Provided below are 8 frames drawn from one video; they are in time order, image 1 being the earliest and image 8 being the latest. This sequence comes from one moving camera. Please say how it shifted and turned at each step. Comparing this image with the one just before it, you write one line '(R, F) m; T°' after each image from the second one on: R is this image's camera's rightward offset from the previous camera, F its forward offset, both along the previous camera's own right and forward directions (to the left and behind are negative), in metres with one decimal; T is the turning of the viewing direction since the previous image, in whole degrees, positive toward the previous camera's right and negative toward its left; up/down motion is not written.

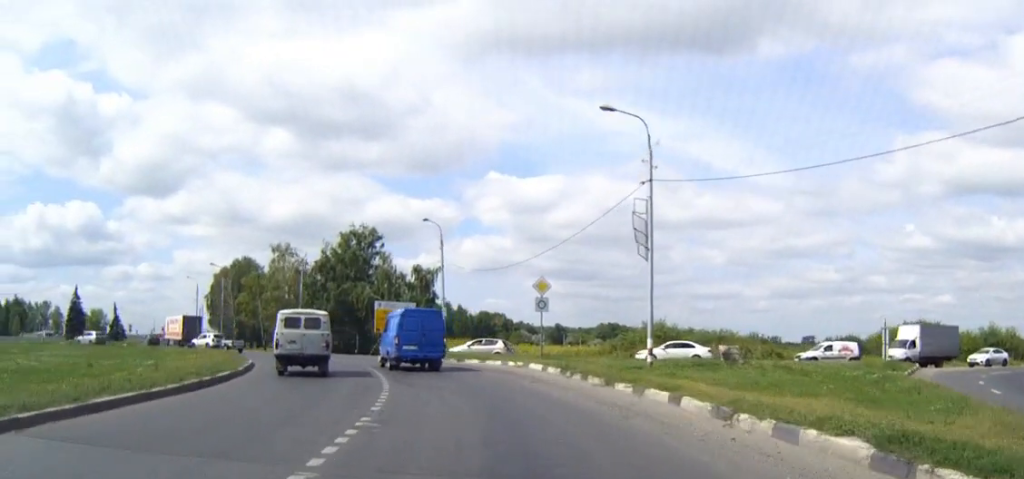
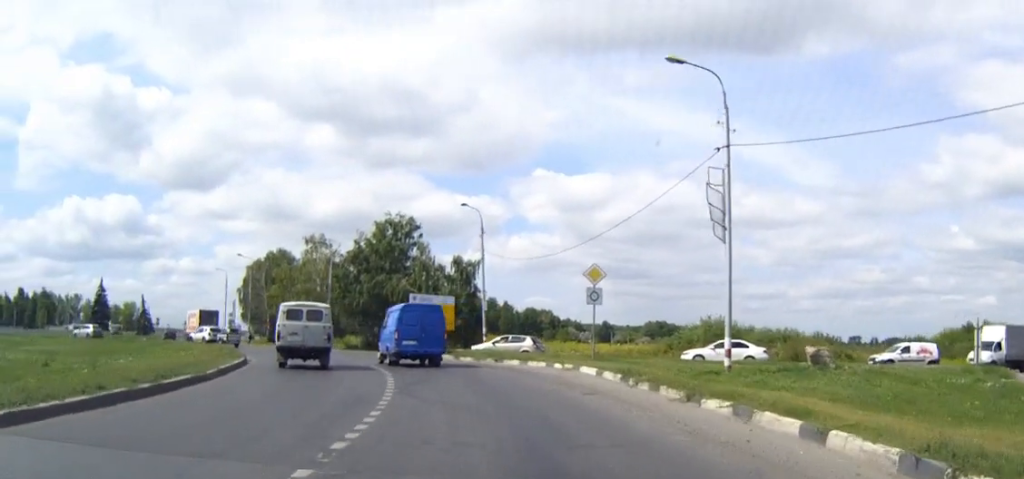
(-0.3, +6.1) m; -3°
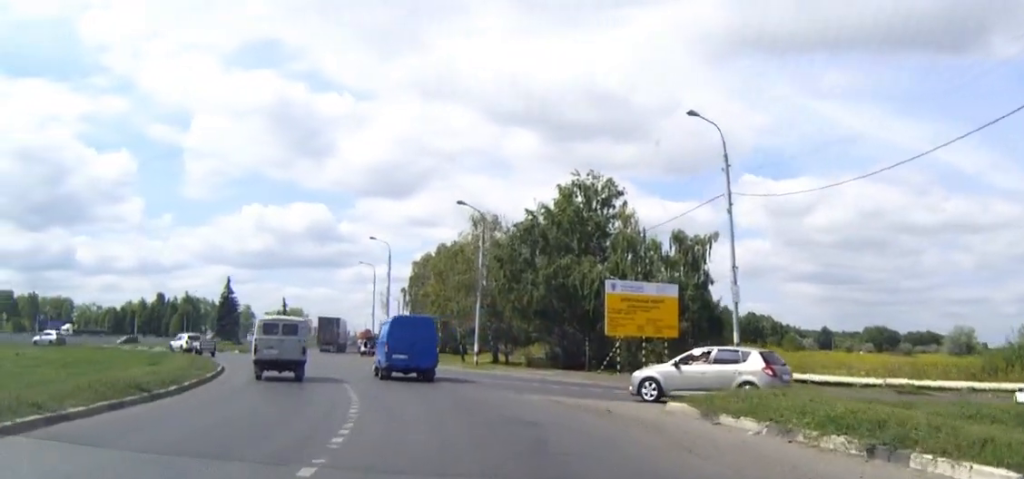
(-2.8, +27.1) m; -13°
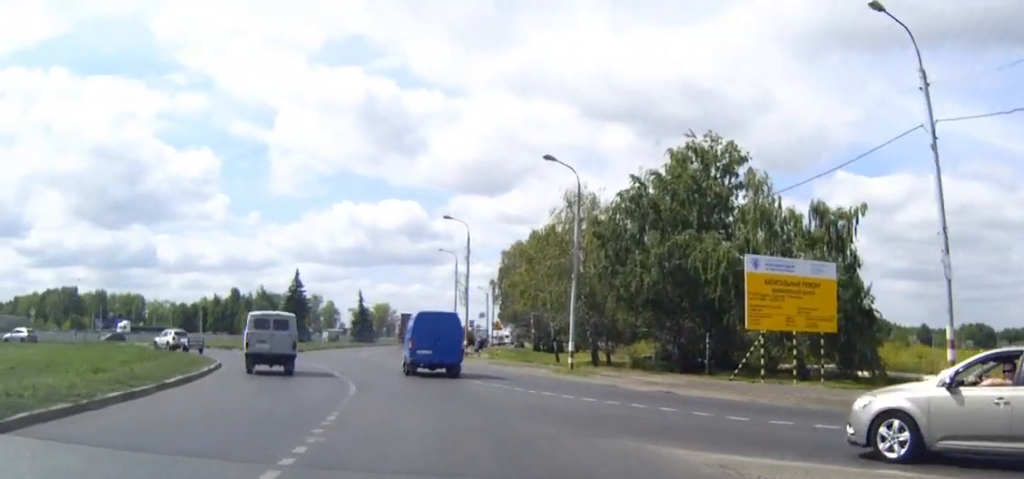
(-0.7, +11.7) m; -6°
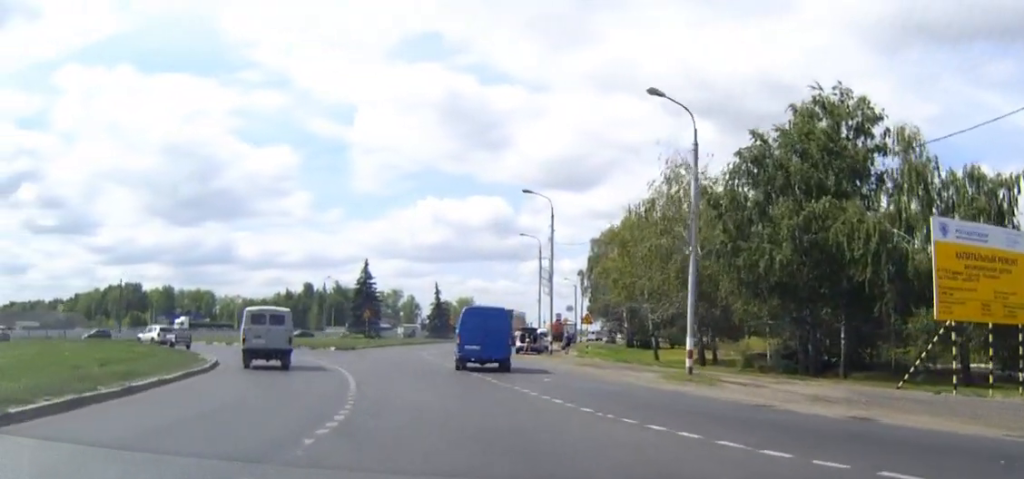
(-0.4, +9.8) m; -7°
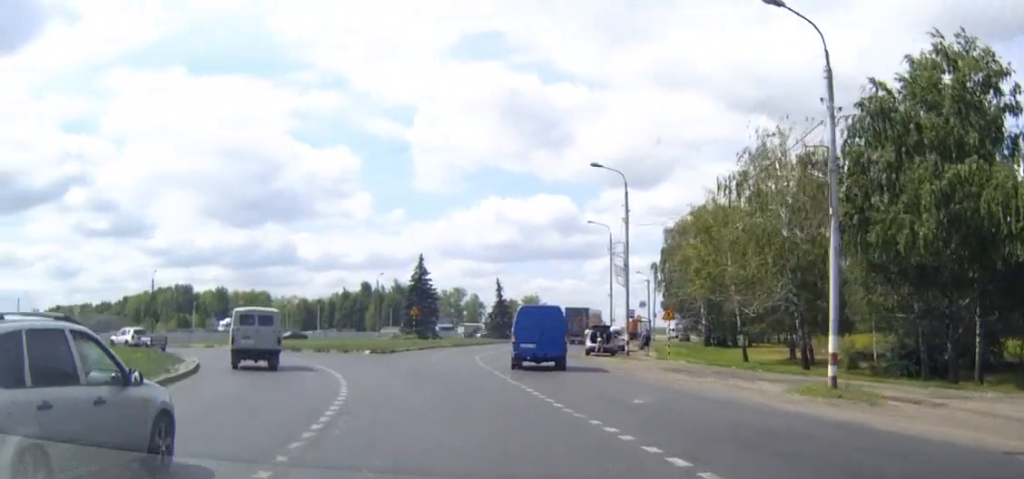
(-0.5, +8.1) m; -5°
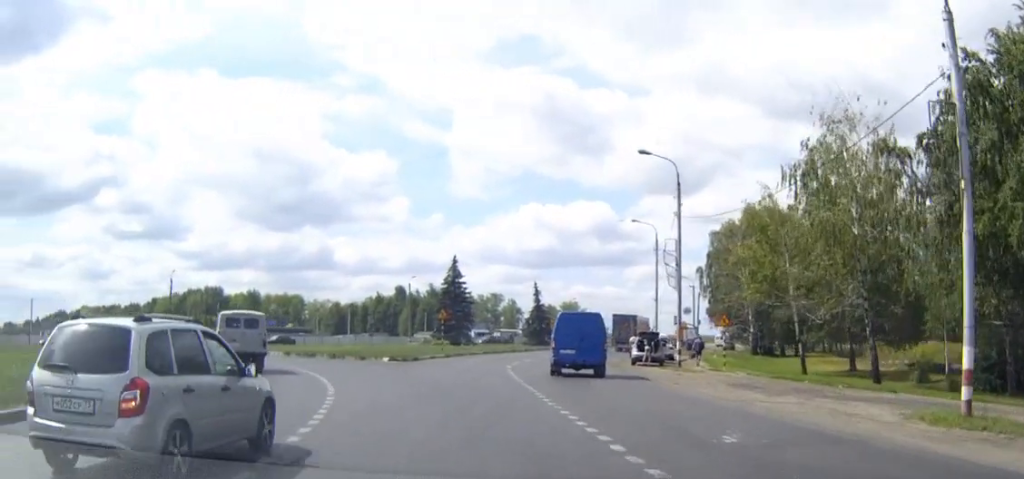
(-0.4, +5.1) m; -3°
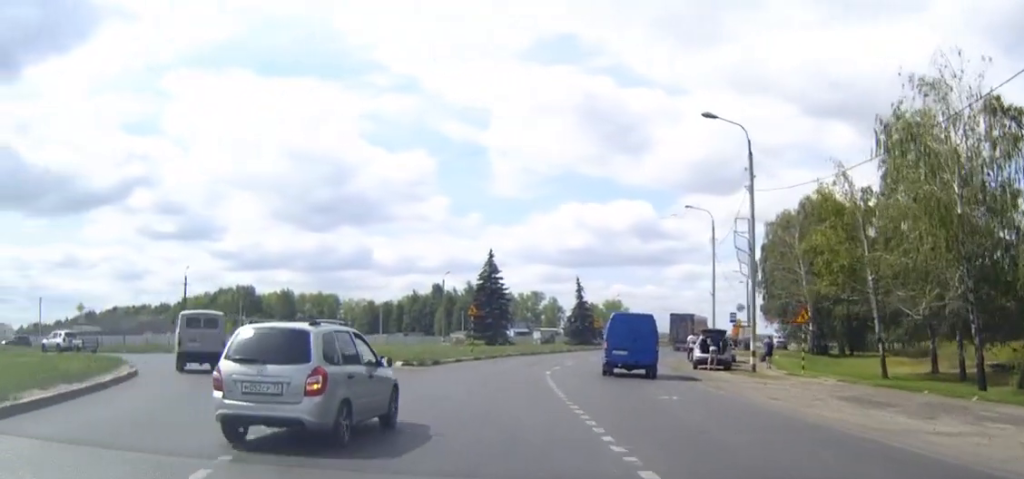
(-0.1, +7.0) m; -1°
